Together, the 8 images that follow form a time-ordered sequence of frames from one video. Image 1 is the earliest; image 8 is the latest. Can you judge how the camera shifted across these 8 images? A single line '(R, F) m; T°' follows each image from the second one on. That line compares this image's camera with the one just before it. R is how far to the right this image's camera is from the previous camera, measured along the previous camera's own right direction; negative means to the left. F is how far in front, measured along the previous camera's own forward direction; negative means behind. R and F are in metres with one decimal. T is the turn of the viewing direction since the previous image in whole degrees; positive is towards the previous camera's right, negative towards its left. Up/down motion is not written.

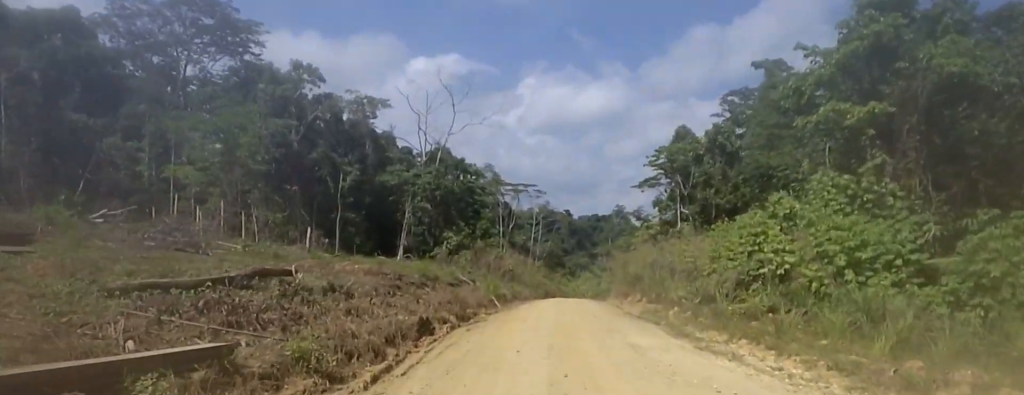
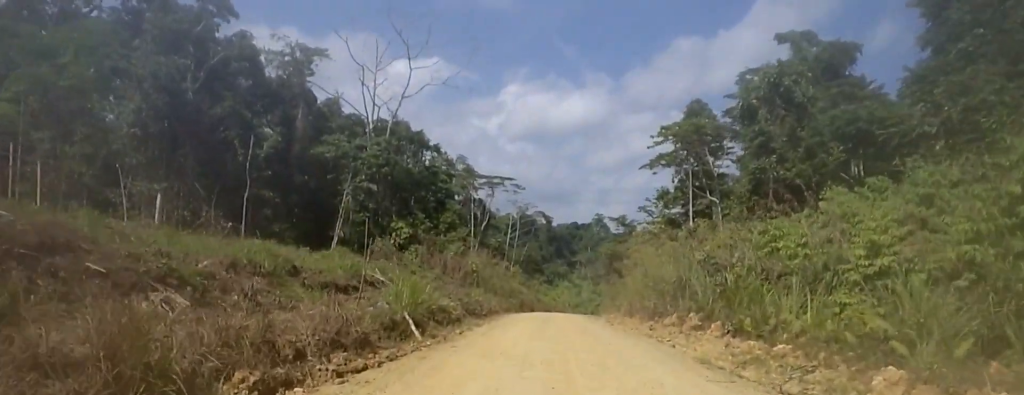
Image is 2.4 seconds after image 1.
(+0.5, +16.6) m; 0°
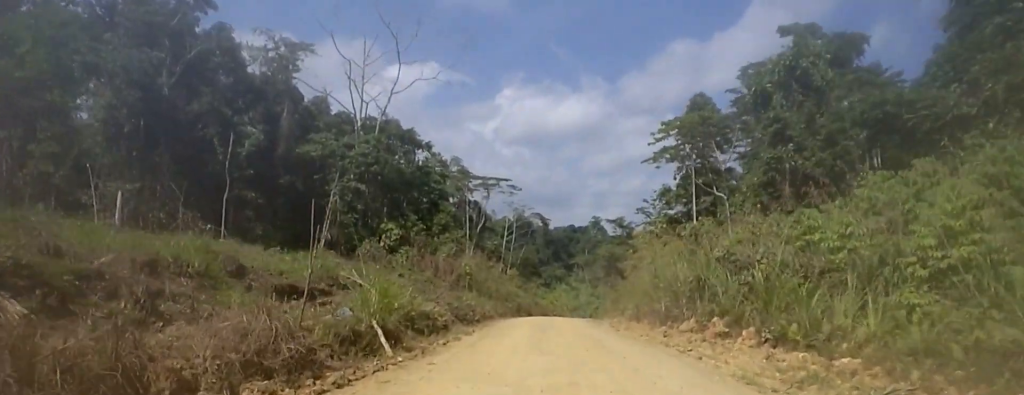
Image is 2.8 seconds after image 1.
(-0.3, +2.3) m; 0°
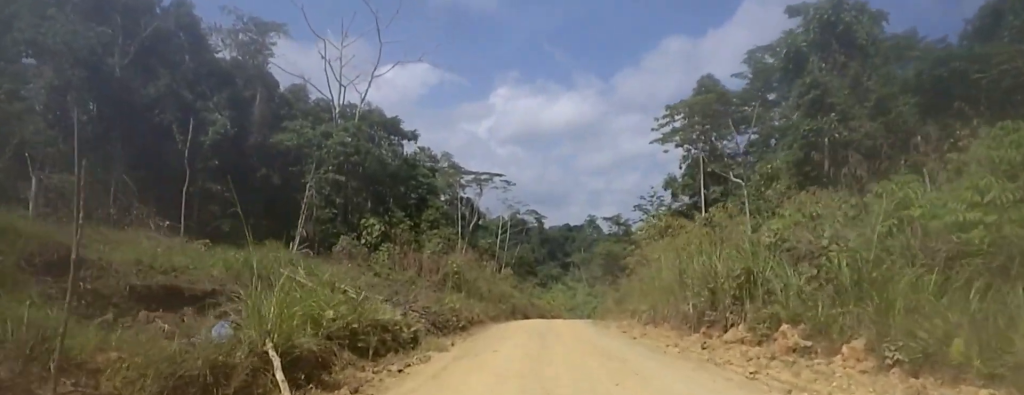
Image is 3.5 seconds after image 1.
(-1.0, +4.0) m; 0°
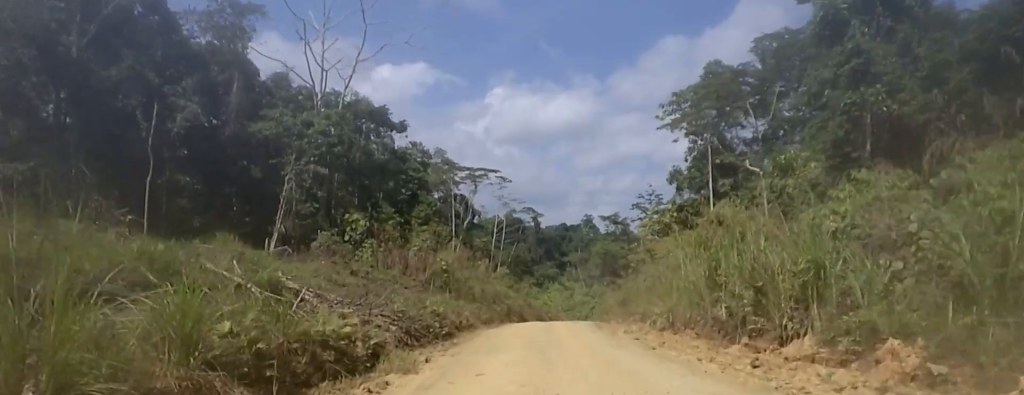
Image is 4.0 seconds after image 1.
(+0.8, +3.4) m; +3°
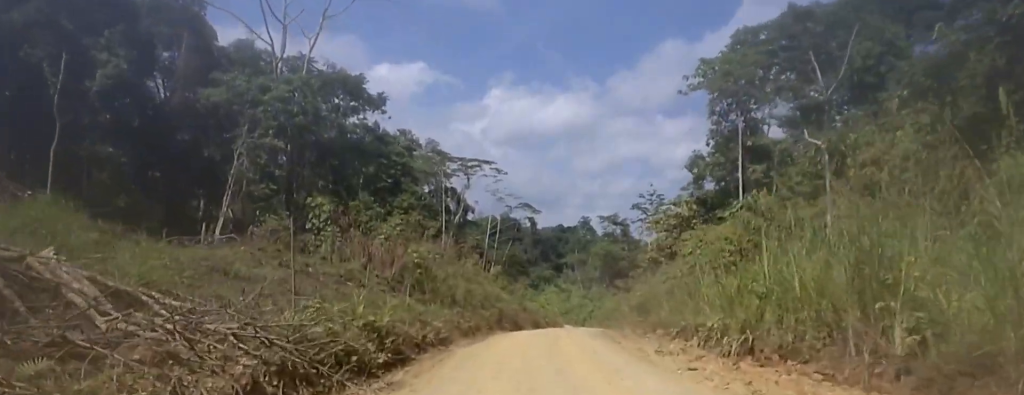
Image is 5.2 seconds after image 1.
(+0.2, +7.8) m; +3°
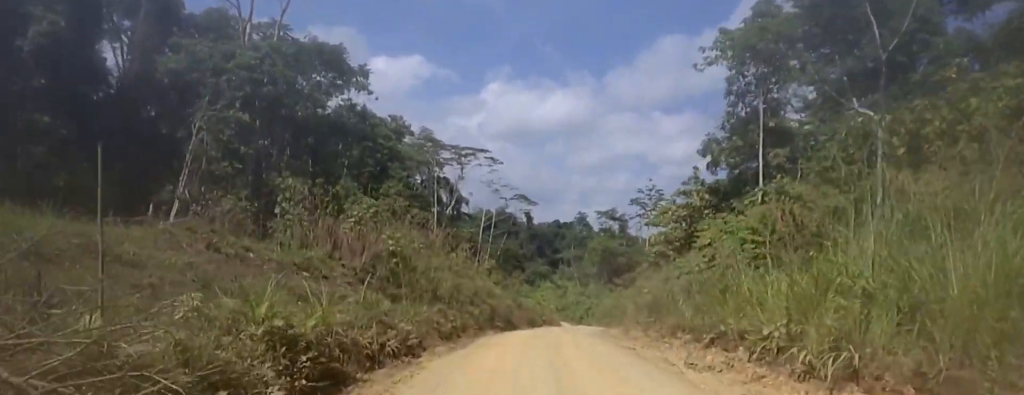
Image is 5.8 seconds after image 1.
(0.0, +4.4) m; -1°
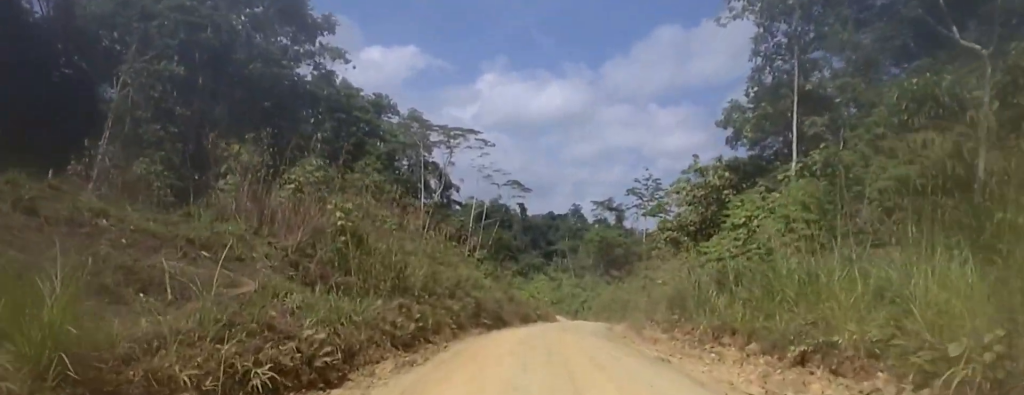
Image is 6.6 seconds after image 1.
(+0.5, +5.7) m; -2°
